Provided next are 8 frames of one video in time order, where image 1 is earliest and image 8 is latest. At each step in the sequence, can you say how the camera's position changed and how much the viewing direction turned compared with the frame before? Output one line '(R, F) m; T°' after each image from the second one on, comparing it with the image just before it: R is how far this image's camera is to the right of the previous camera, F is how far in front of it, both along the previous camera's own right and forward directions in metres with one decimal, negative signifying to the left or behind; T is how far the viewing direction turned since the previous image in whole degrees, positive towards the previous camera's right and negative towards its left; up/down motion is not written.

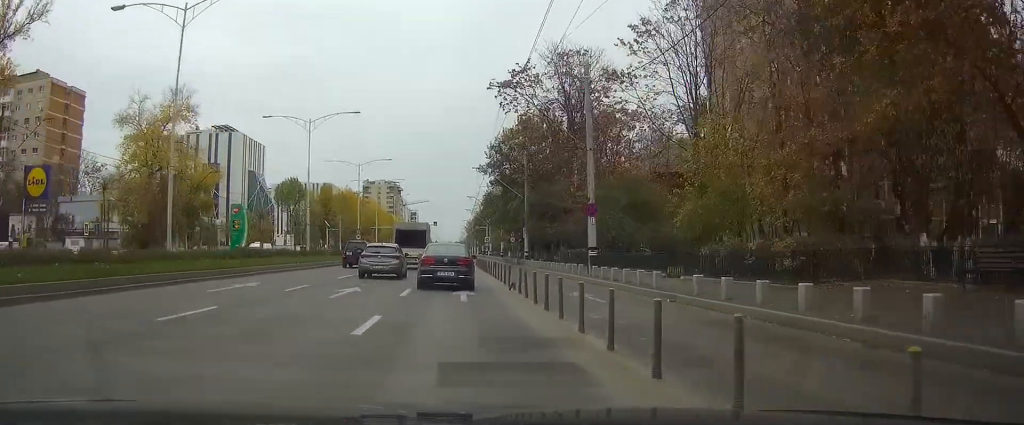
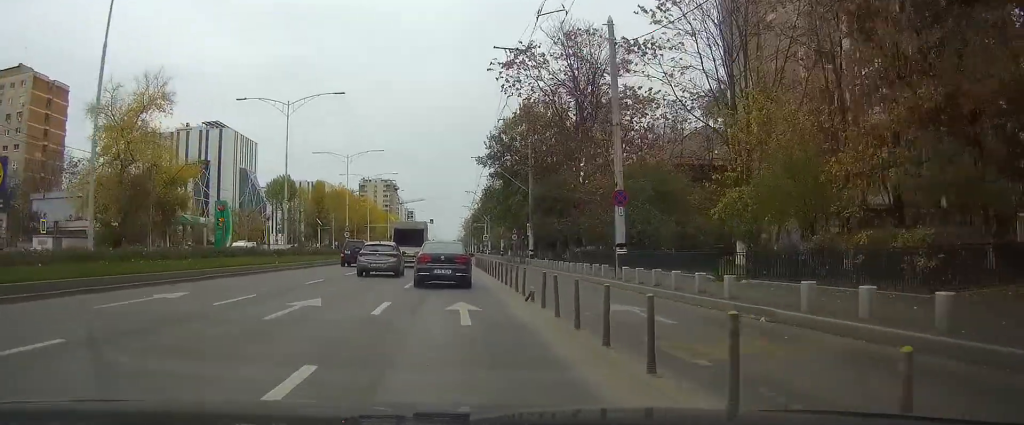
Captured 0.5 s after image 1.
(+0.1, +5.9) m; 0°
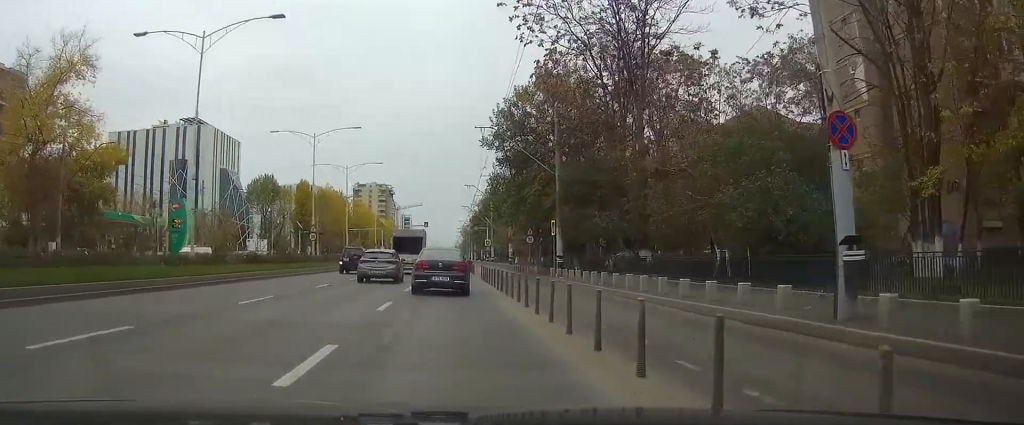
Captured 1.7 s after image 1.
(-0.1, +15.6) m; 0°
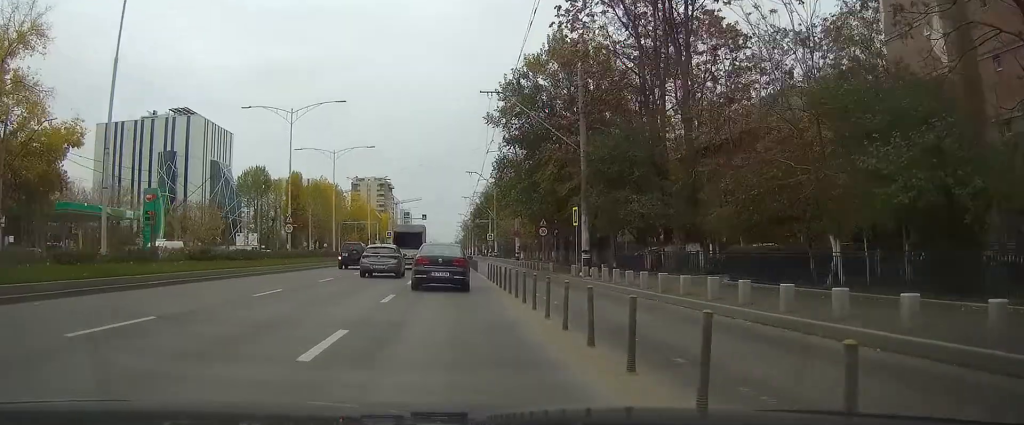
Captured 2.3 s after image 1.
(+0.1, +7.6) m; 0°
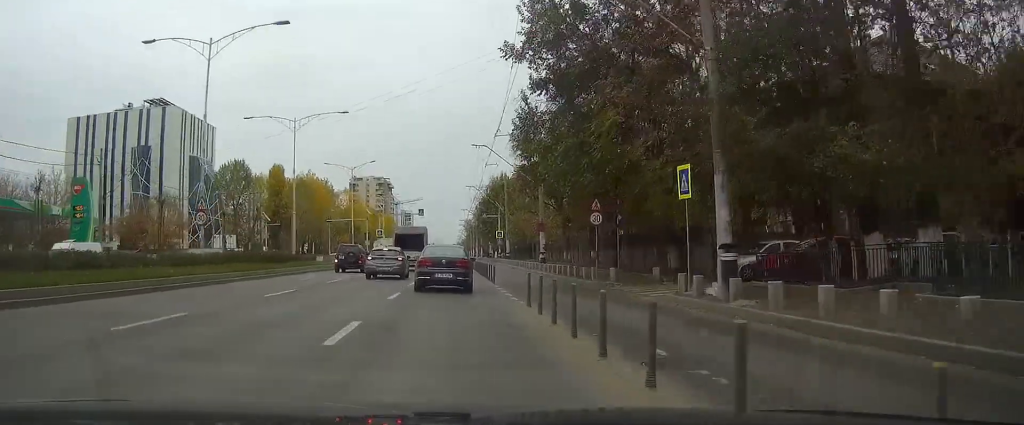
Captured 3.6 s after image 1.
(0.0, +16.2) m; -1°
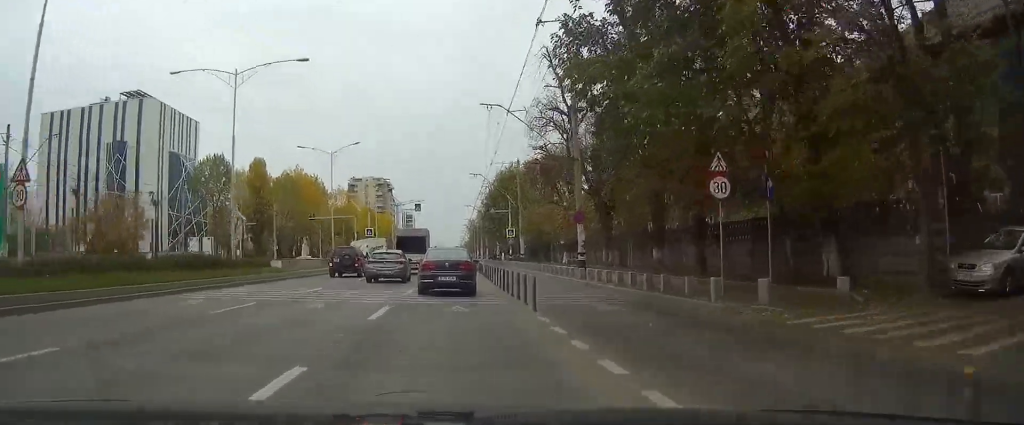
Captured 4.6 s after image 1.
(-0.1, +13.6) m; 0°
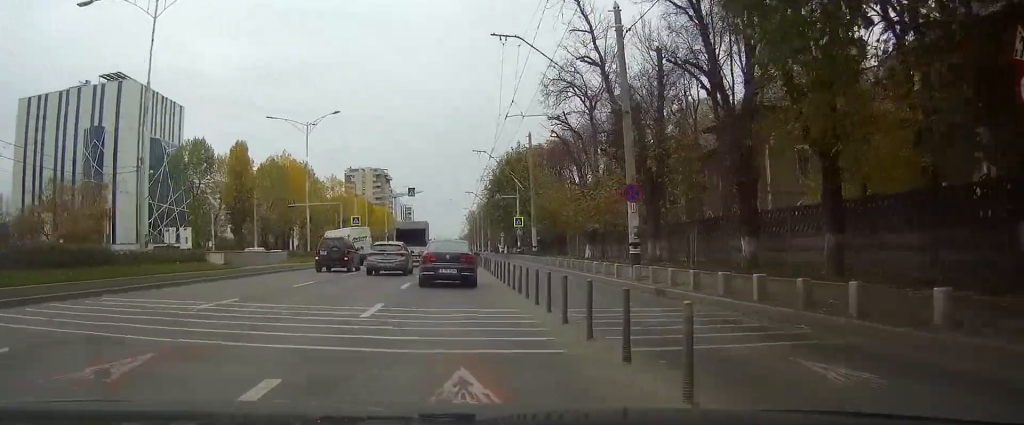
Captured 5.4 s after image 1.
(+0.1, +10.1) m; 0°
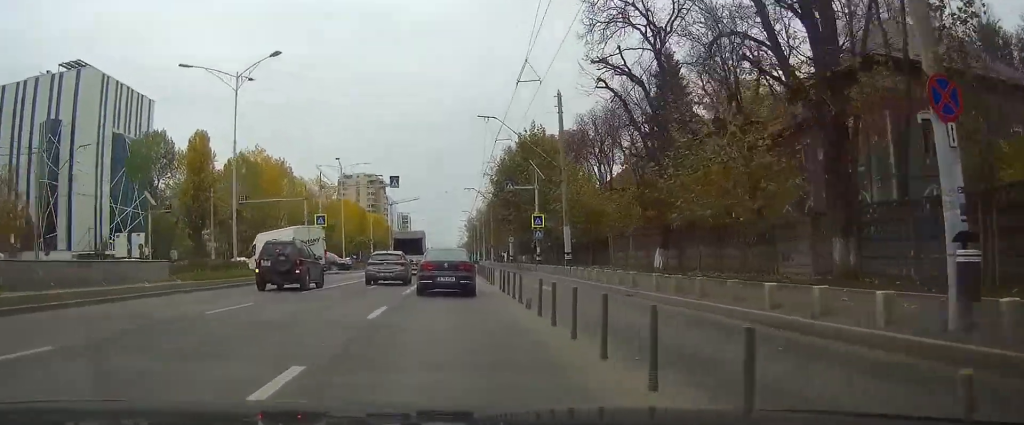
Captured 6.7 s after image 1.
(-0.2, +16.3) m; -1°
